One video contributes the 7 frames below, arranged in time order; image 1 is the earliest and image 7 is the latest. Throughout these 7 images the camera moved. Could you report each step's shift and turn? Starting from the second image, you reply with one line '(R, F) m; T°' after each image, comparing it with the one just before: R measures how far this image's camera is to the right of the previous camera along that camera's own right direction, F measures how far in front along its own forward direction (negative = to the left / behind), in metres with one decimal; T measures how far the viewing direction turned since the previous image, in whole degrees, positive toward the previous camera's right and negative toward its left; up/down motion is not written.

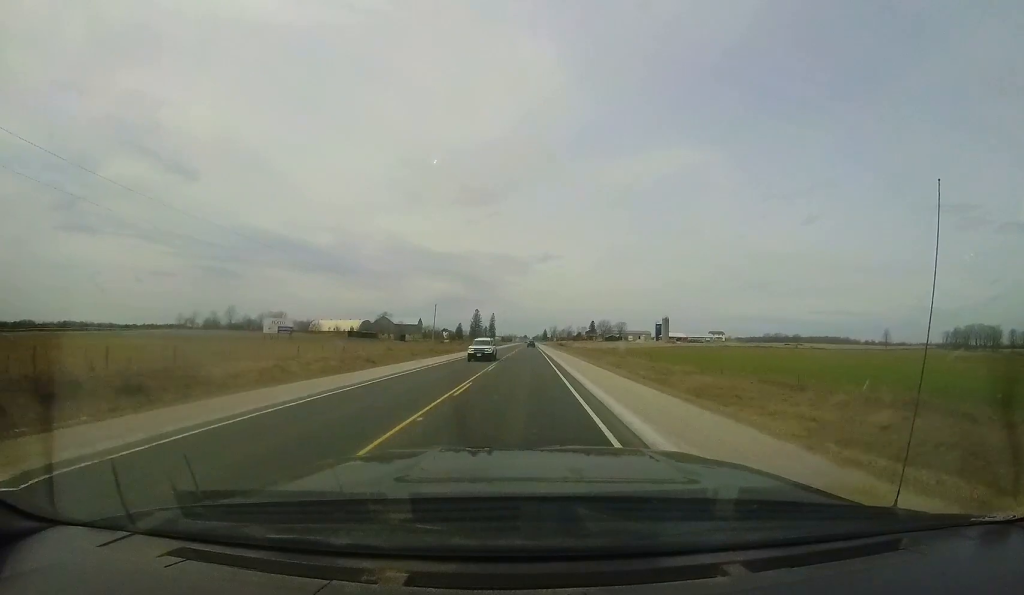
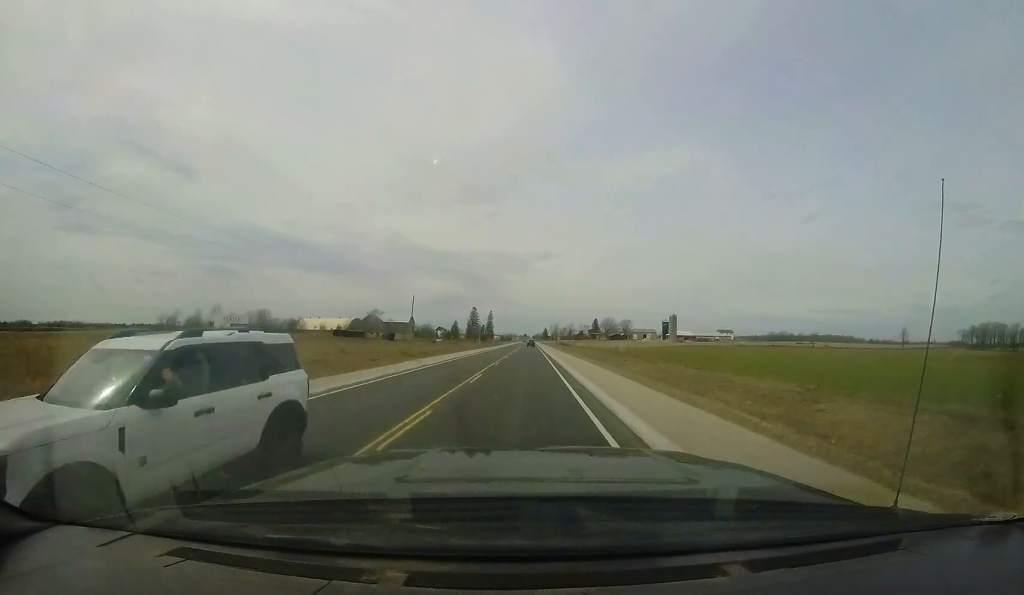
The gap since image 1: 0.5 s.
(0.0, +14.7) m; 0°
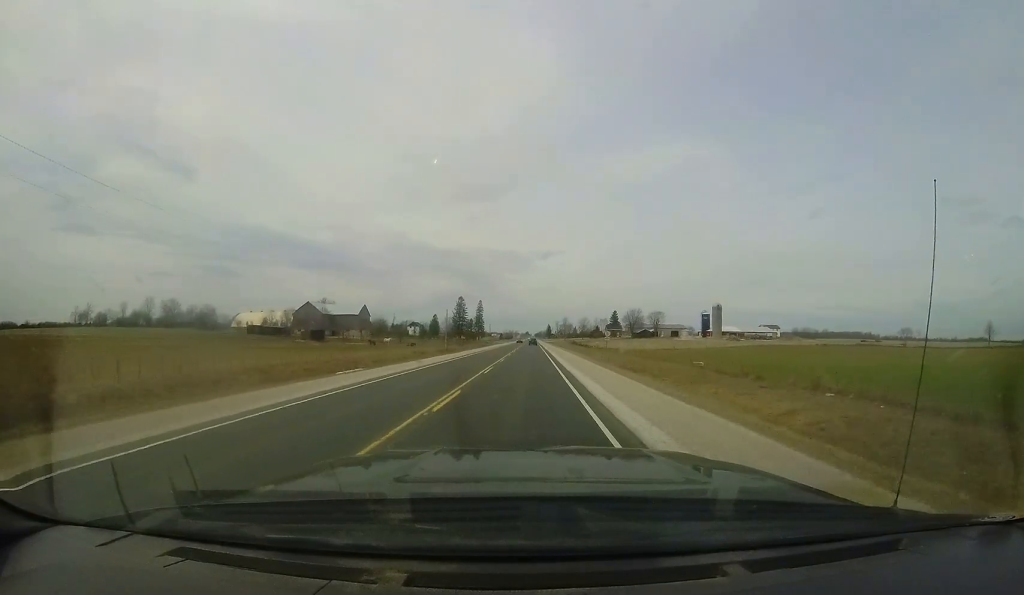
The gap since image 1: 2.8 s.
(-1.5, +59.9) m; -1°
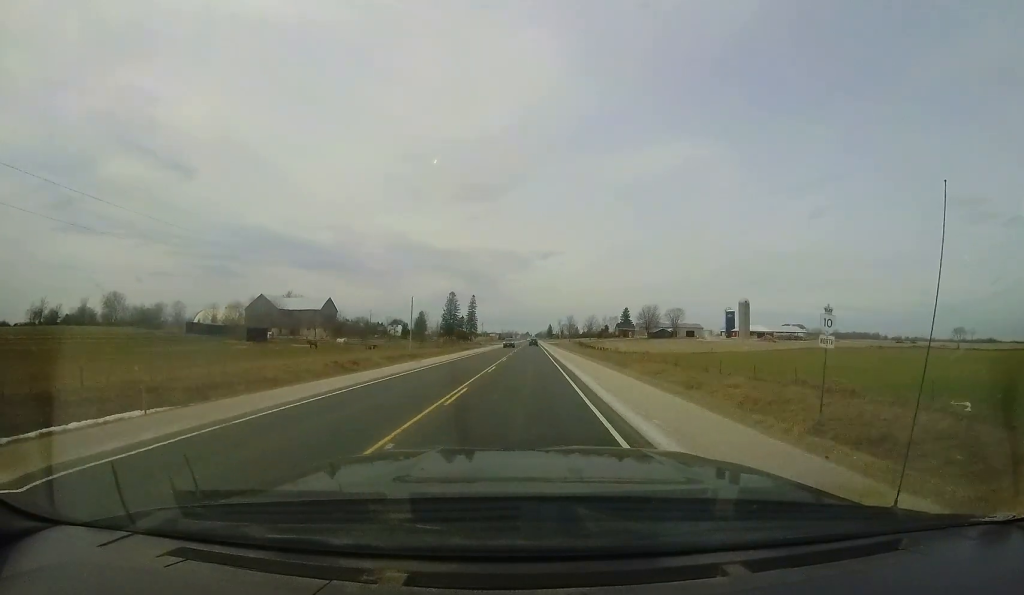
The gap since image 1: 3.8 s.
(+0.3, +25.8) m; +1°
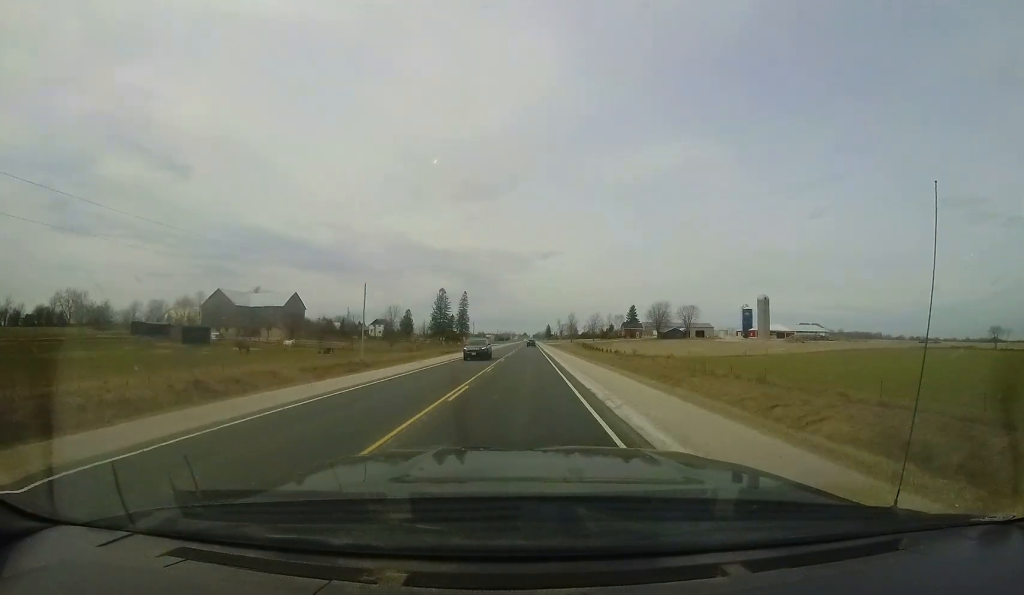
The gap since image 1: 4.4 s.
(+0.1, +17.0) m; 0°
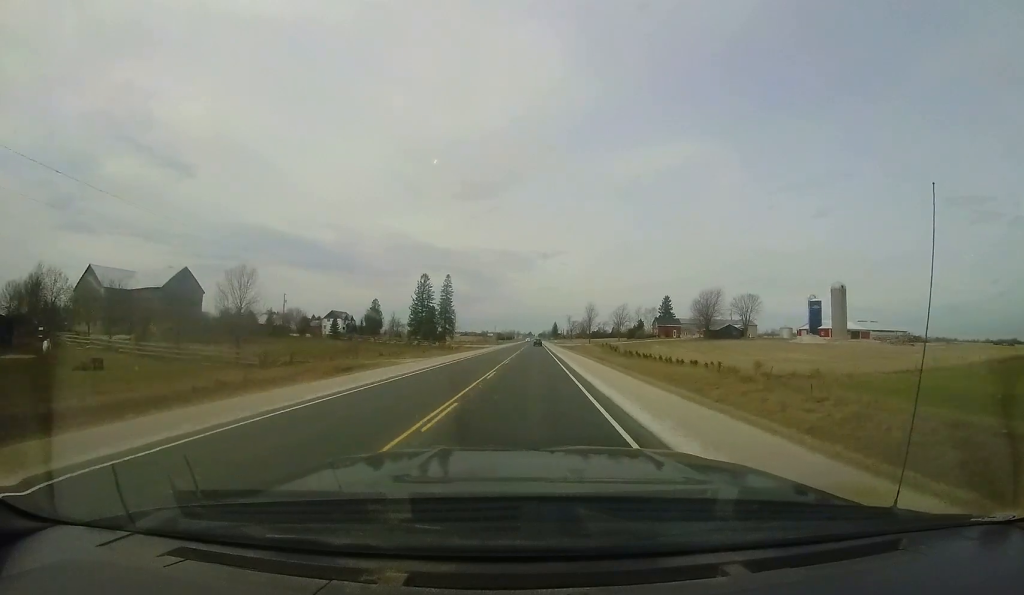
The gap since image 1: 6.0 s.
(-0.5, +39.3) m; -1°
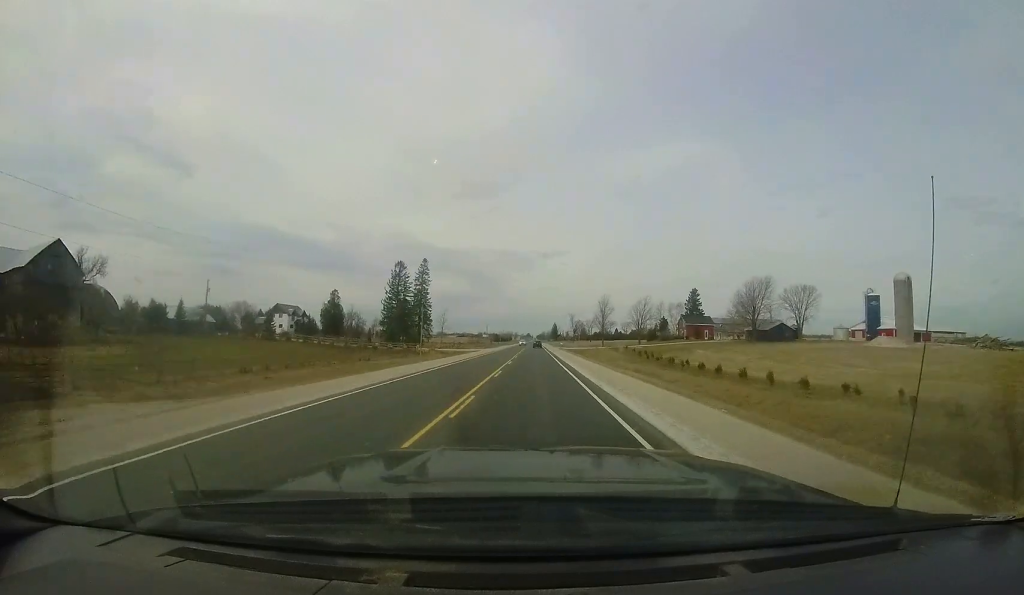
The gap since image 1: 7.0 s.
(-0.1, +25.6) m; 0°
